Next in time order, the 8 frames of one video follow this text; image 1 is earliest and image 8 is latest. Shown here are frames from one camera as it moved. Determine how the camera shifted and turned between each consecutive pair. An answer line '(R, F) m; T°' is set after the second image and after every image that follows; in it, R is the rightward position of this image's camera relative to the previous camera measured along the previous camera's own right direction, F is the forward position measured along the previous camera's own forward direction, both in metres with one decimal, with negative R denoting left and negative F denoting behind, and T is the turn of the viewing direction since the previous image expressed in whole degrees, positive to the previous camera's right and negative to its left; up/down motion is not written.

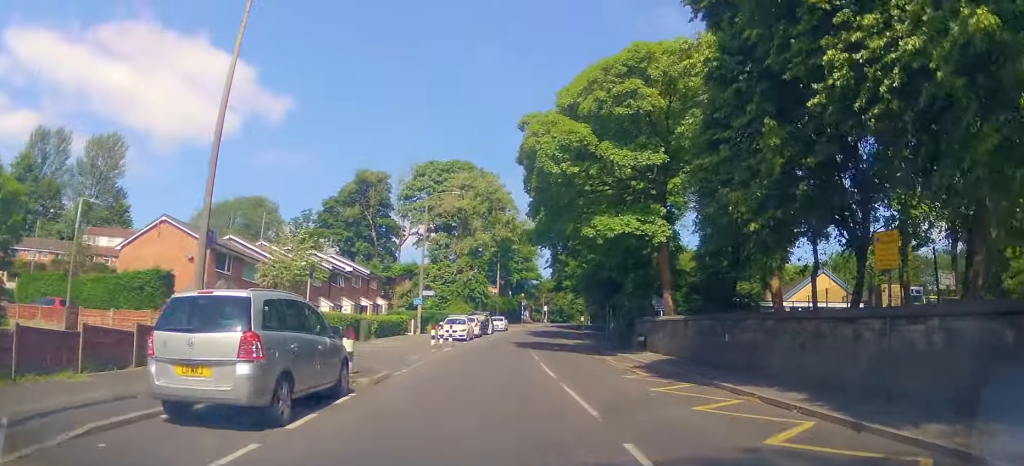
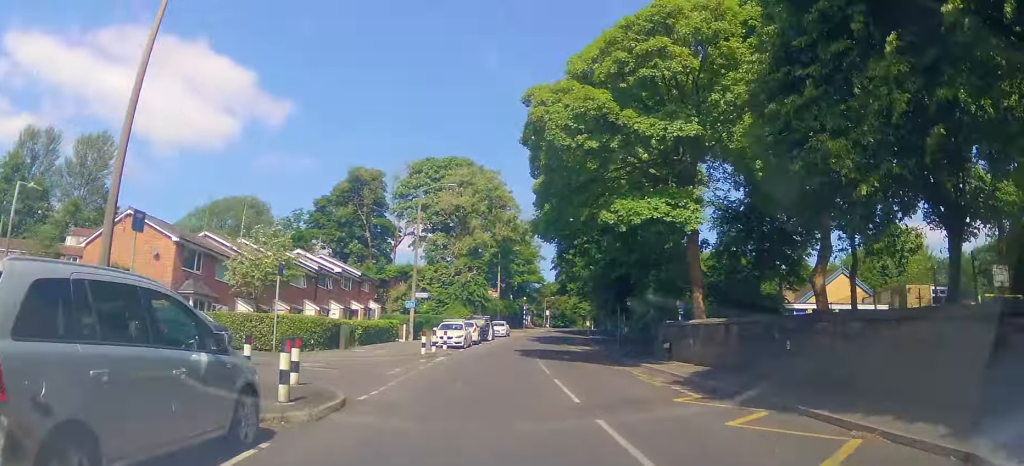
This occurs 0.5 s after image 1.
(+0.2, +3.9) m; +1°
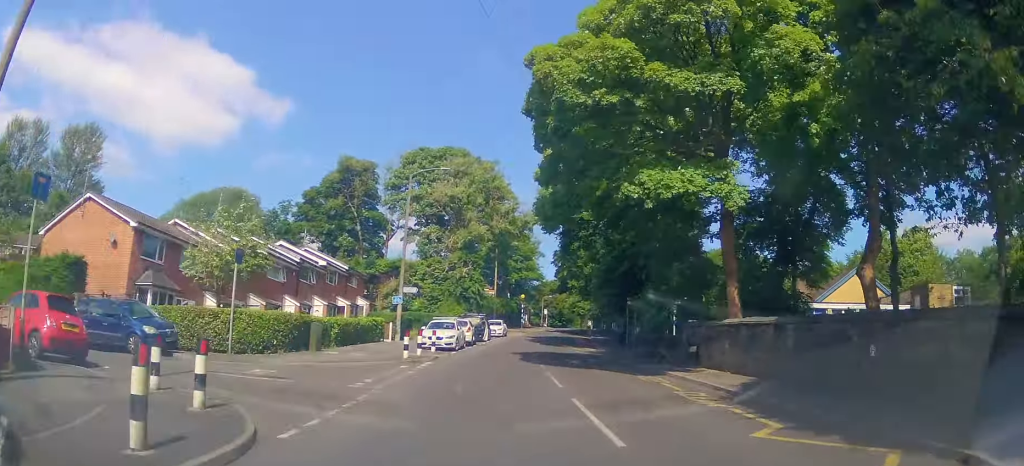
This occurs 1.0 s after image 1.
(-0.1, +3.7) m; -1°
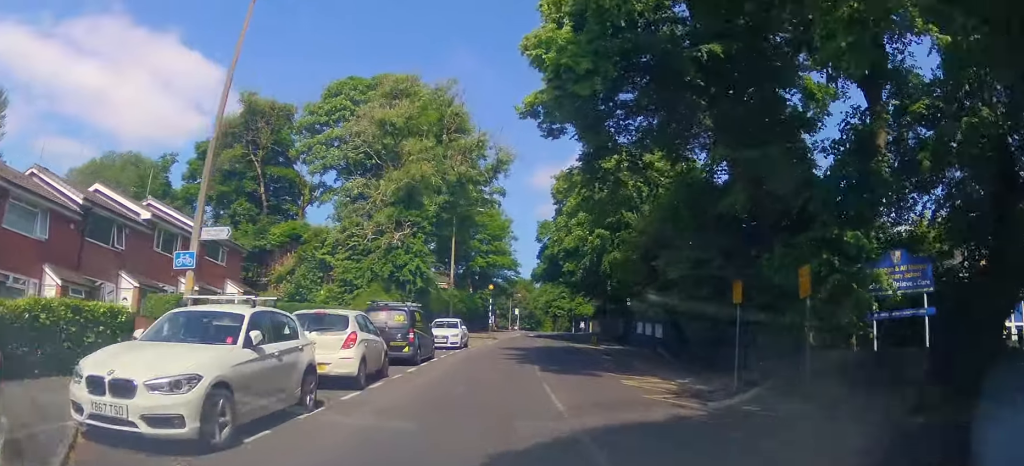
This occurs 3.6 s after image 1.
(+0.1, +21.0) m; +3°
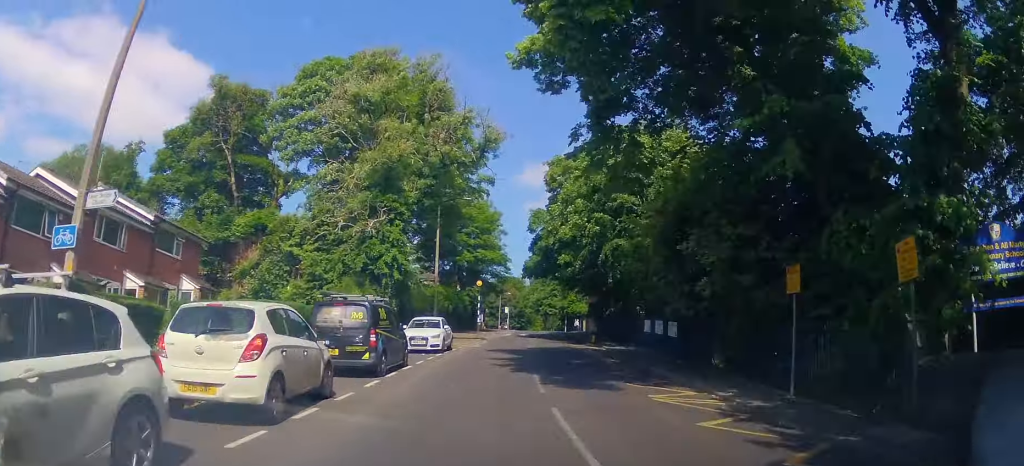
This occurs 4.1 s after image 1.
(0.0, +3.9) m; +1°
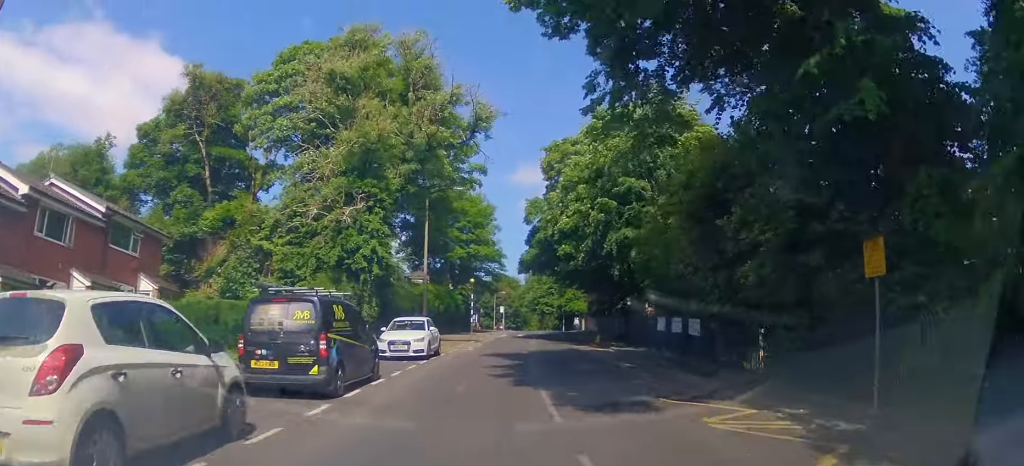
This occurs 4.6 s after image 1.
(0.0, +3.4) m; +1°
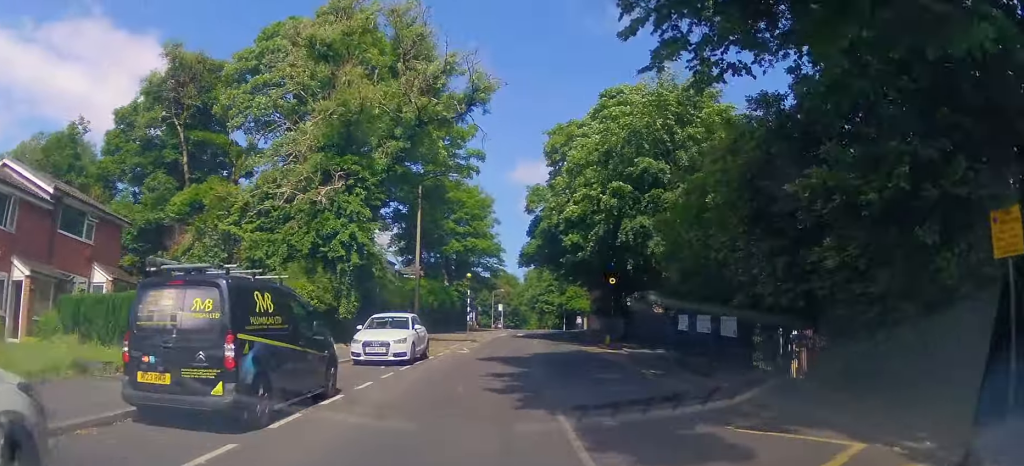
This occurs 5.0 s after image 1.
(+0.1, +3.4) m; +1°
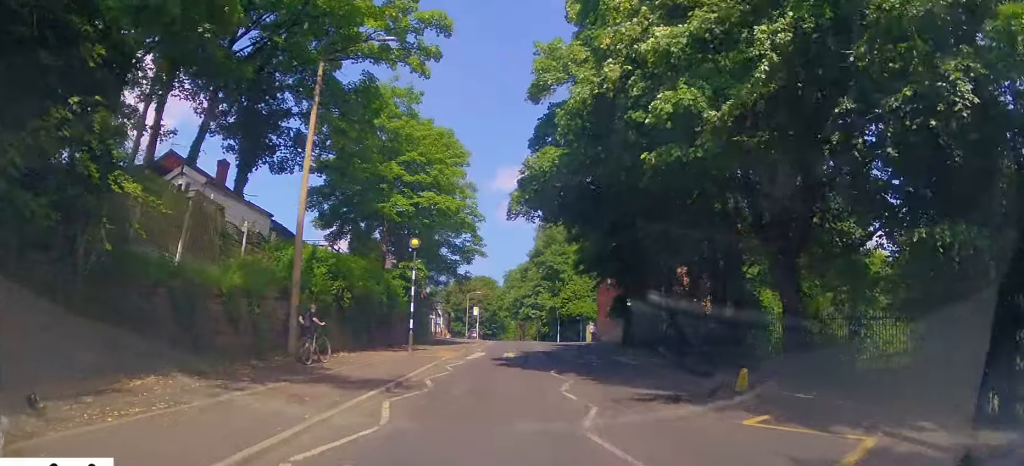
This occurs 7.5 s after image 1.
(+1.1, +19.3) m; +4°
